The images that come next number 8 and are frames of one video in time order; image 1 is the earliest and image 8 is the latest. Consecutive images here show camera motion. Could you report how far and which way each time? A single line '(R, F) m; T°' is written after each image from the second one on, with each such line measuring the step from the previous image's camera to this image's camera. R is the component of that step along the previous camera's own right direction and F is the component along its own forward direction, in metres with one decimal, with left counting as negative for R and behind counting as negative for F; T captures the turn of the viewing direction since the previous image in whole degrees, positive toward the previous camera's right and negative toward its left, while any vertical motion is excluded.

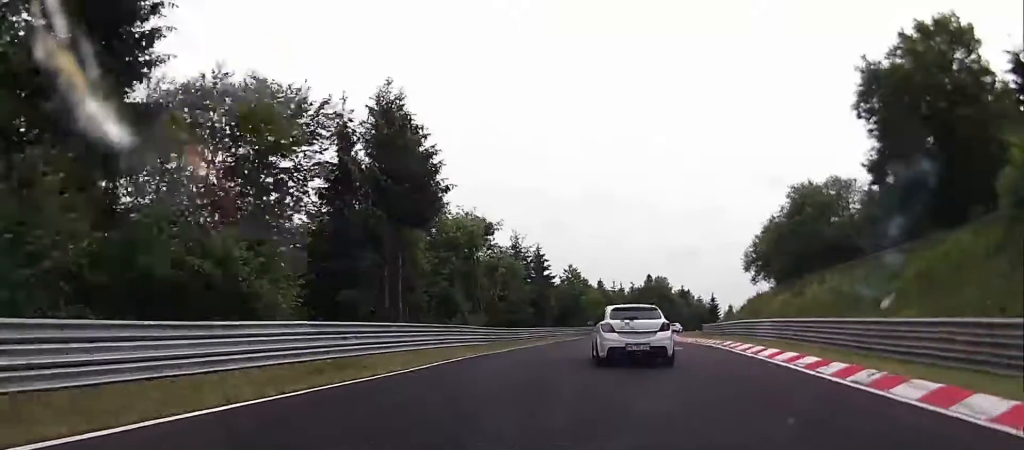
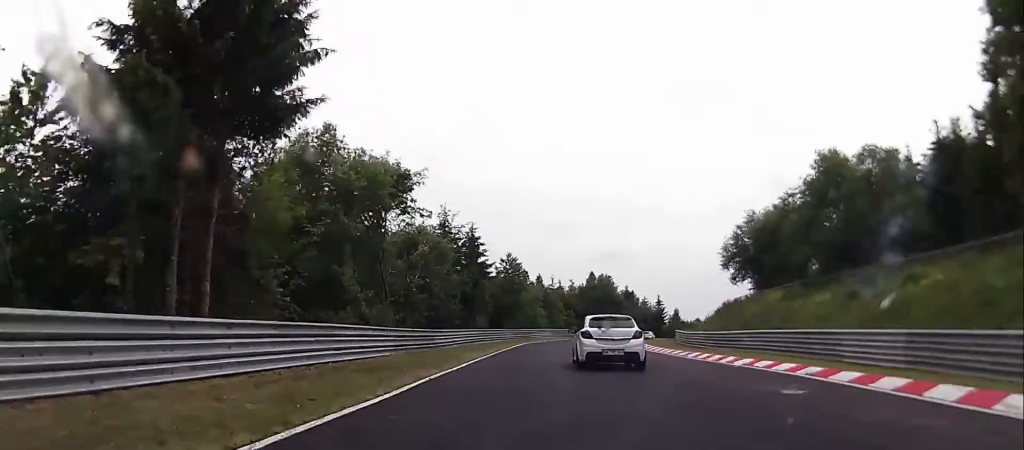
(+1.1, +13.8) m; +7°
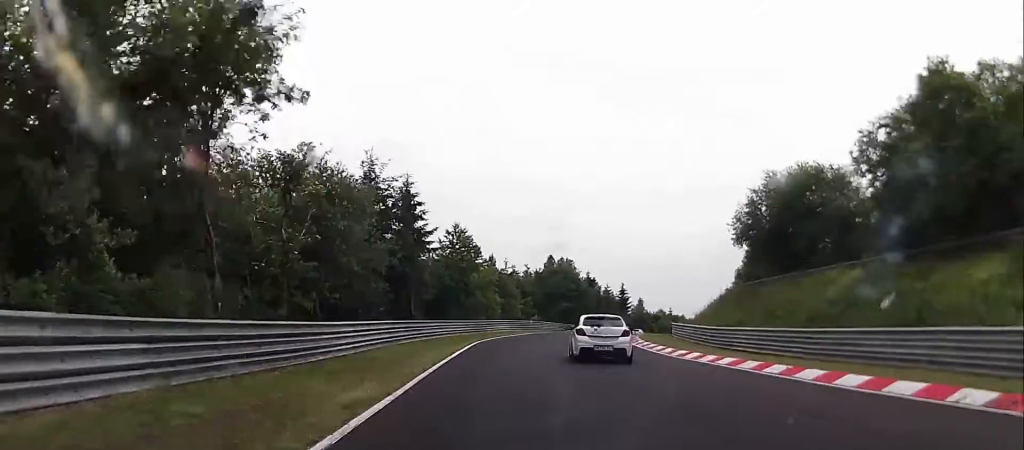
(+1.1, +15.5) m; +7°
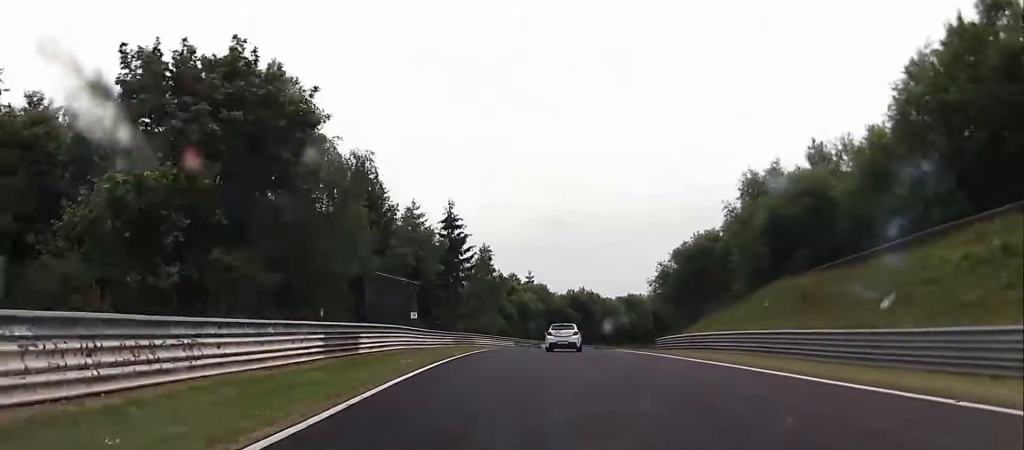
(+14.9, +79.3) m; +18°
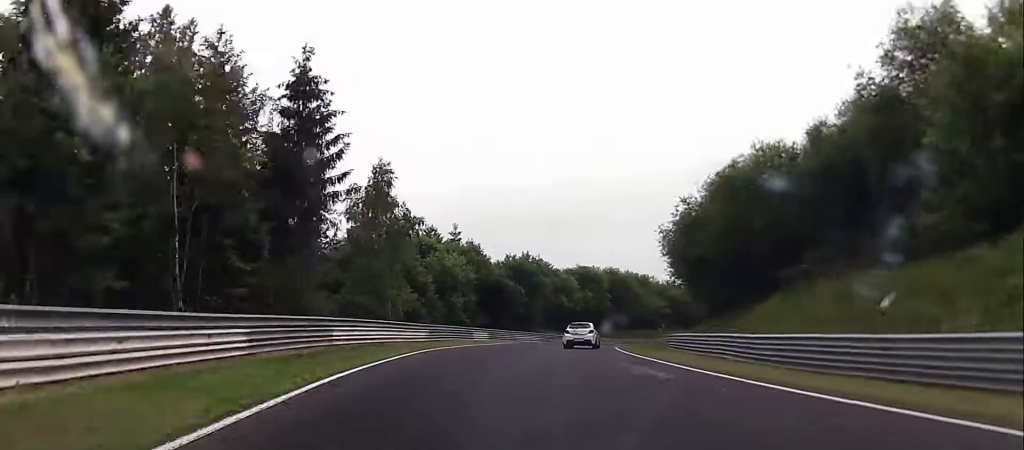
(+1.1, +29.4) m; +6°
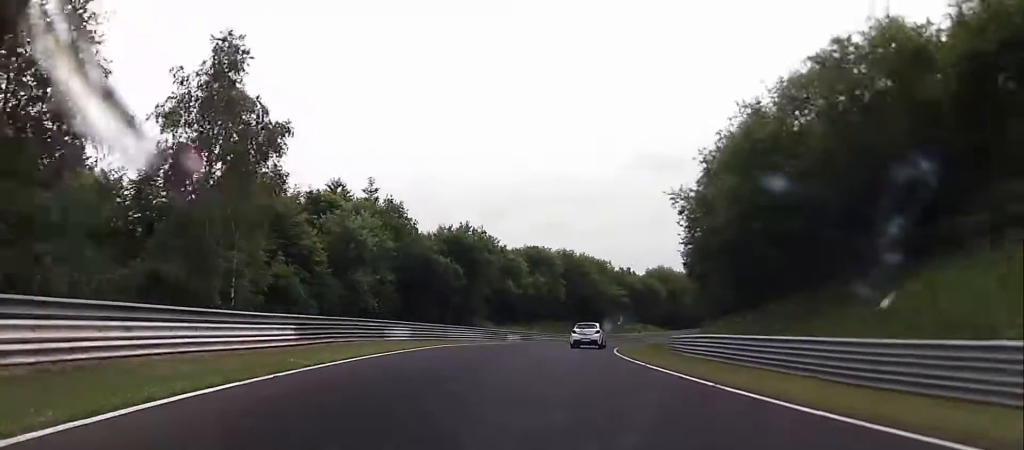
(-0.2, +16.8) m; +5°
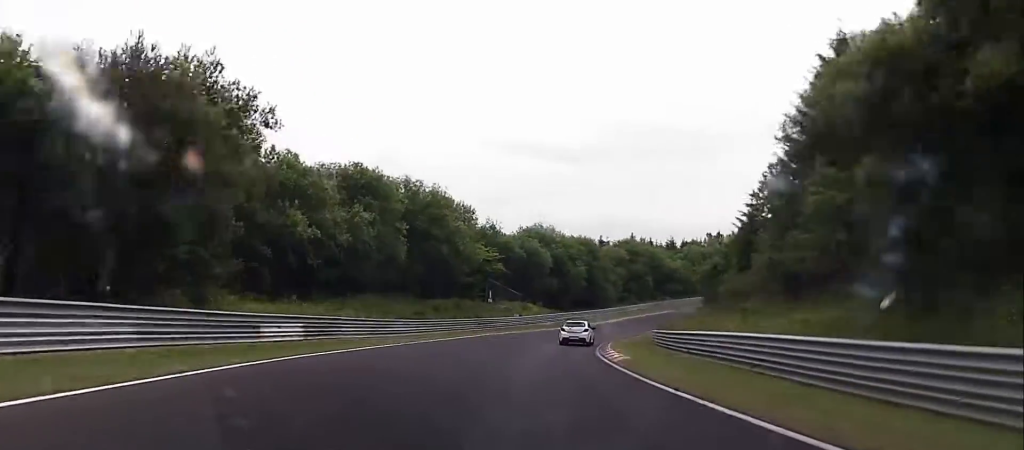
(+4.8, +38.4) m; +14°
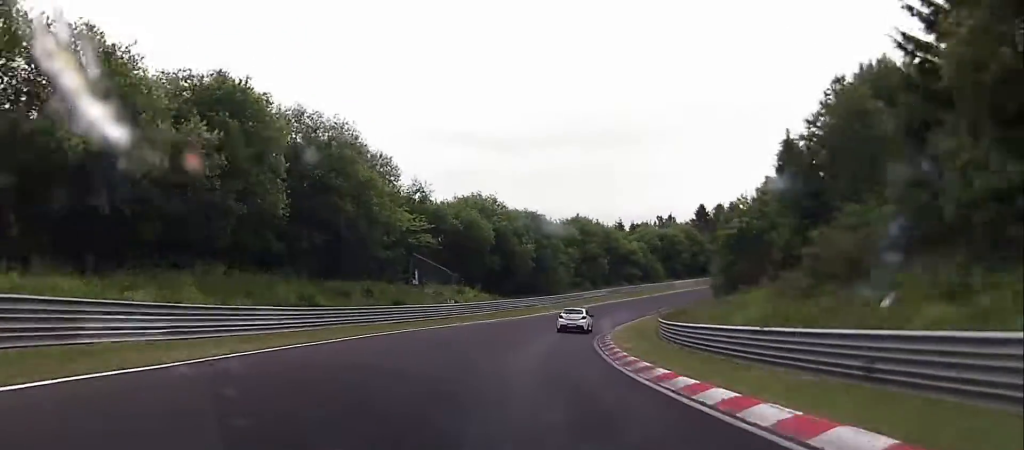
(+0.7, +17.5) m; +6°
